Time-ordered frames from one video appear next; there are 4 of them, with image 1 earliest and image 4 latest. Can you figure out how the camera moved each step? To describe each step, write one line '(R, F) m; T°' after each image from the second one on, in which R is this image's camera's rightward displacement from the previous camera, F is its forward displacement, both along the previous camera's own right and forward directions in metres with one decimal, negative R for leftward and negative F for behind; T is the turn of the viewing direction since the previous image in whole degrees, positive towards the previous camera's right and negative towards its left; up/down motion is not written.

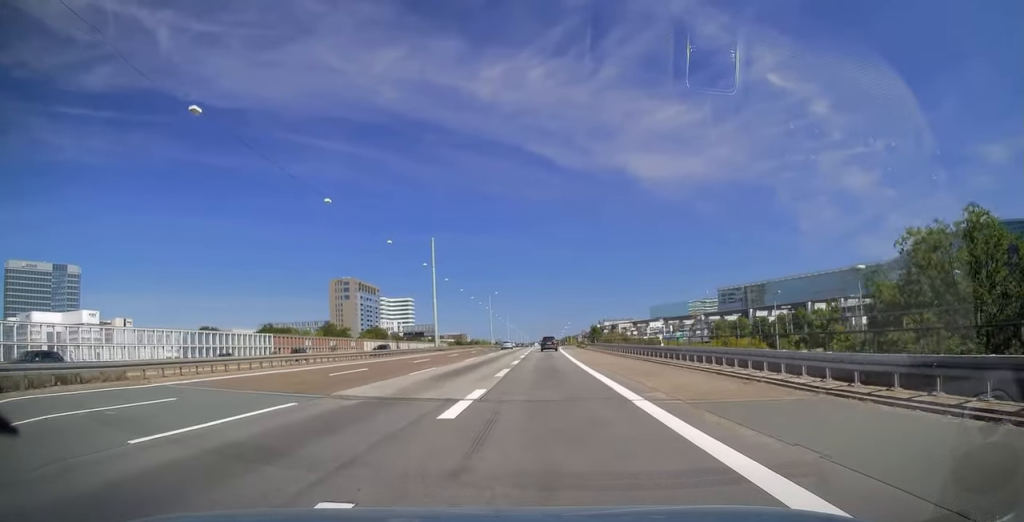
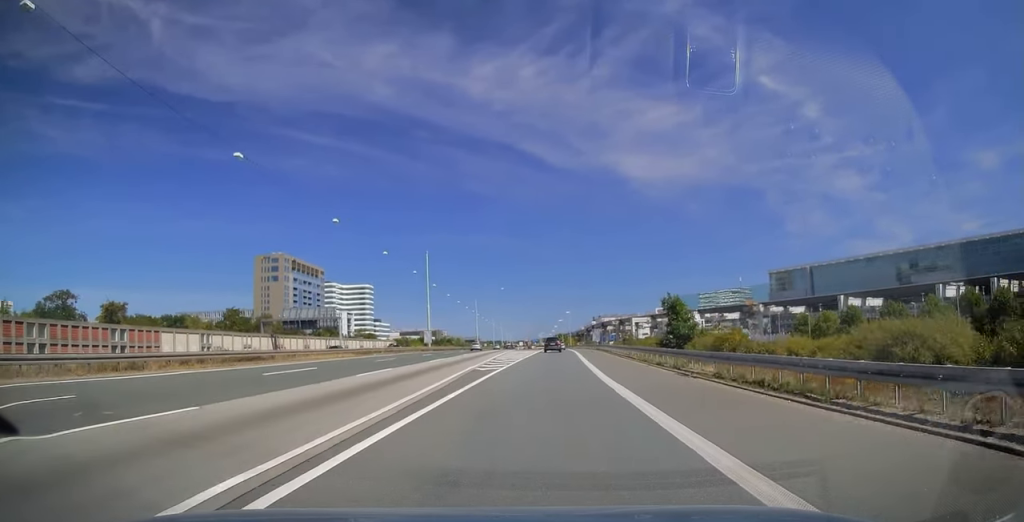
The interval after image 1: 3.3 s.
(+0.6, +91.3) m; +1°
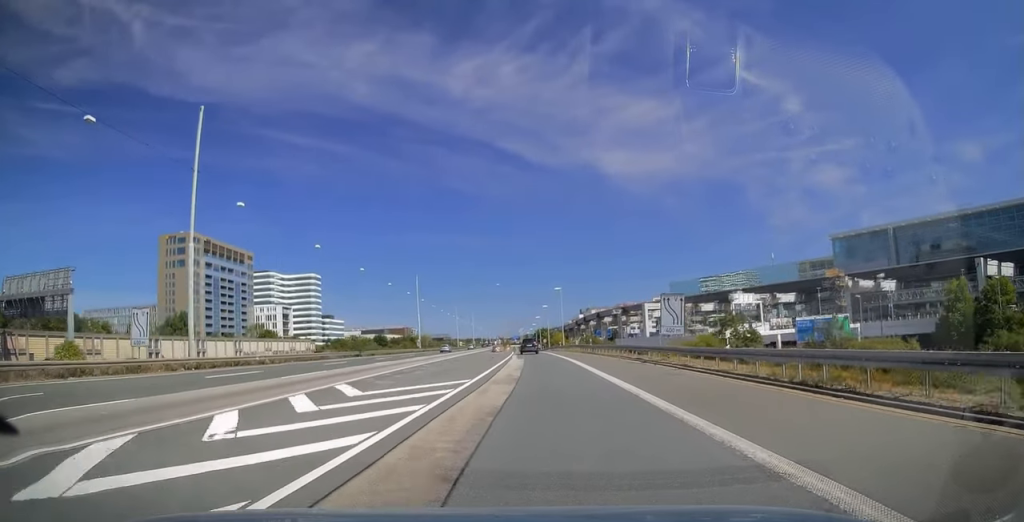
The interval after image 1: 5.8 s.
(+1.2, +69.1) m; +2°
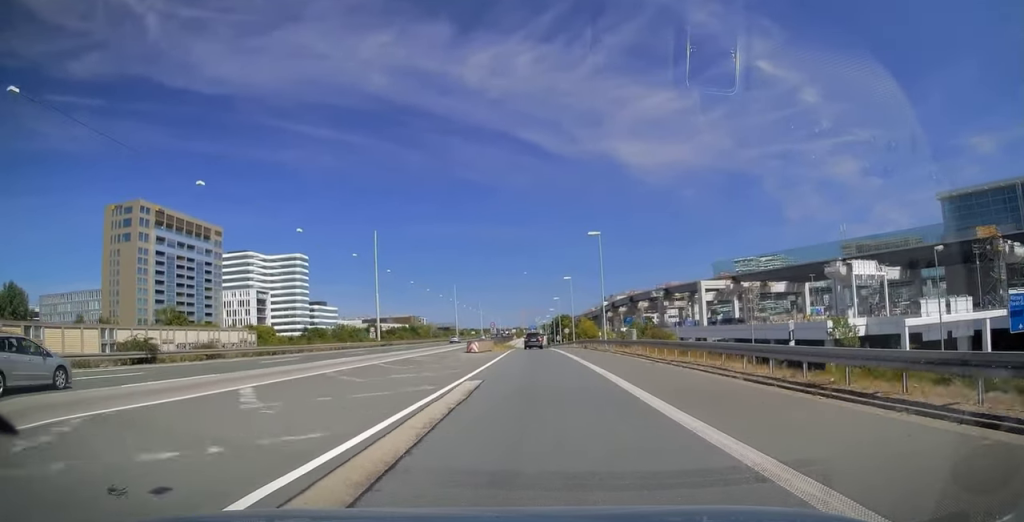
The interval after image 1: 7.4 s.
(0.0, +45.9) m; -1°
